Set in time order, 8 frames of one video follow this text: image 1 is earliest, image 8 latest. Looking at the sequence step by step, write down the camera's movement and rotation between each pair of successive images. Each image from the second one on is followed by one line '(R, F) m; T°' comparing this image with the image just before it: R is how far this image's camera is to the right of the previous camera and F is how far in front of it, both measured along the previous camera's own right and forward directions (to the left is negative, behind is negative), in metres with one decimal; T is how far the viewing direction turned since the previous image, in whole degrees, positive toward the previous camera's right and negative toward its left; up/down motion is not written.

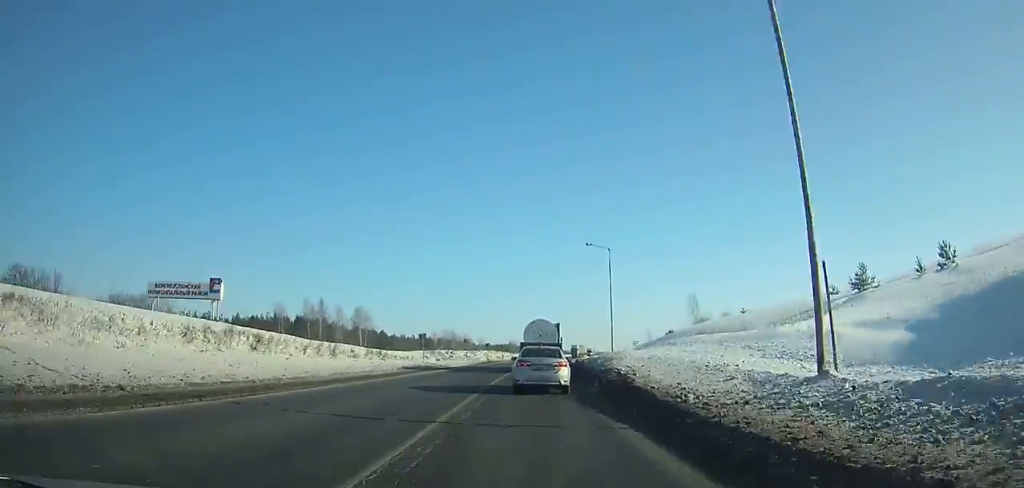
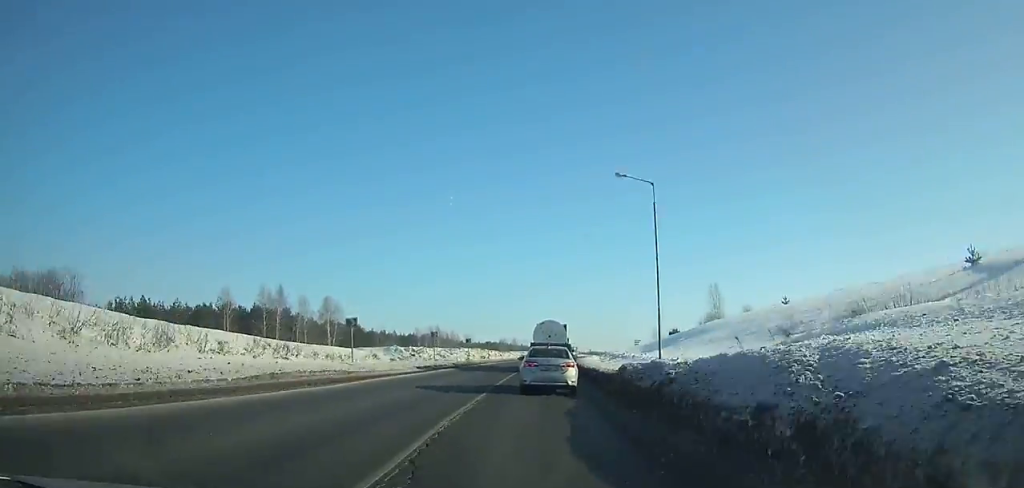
(+0.4, +21.5) m; +1°
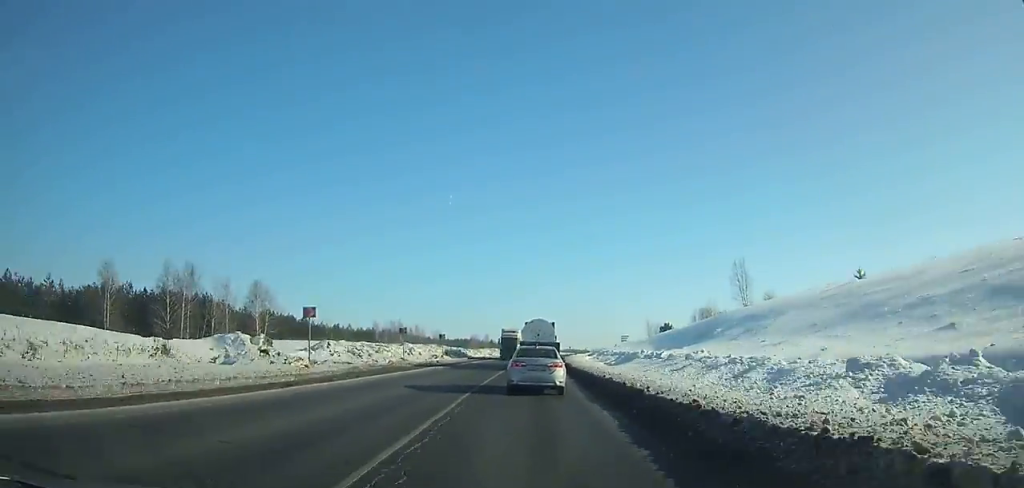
(+0.3, +26.5) m; +1°
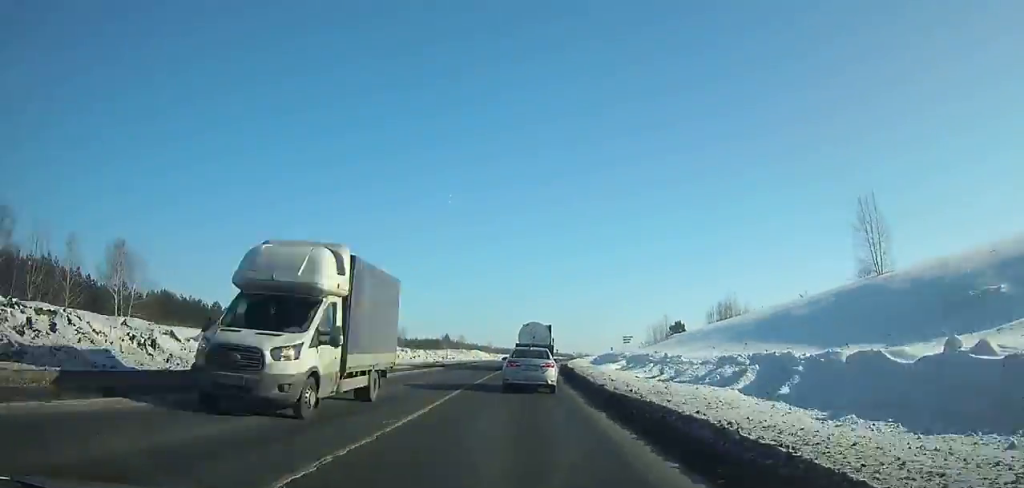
(+0.6, +39.0) m; +2°
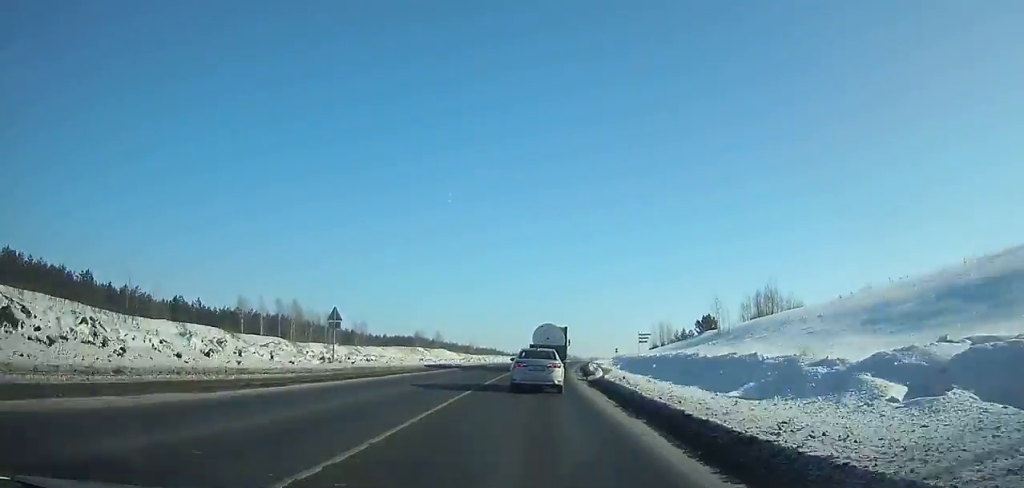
(+0.4, +36.7) m; +3°
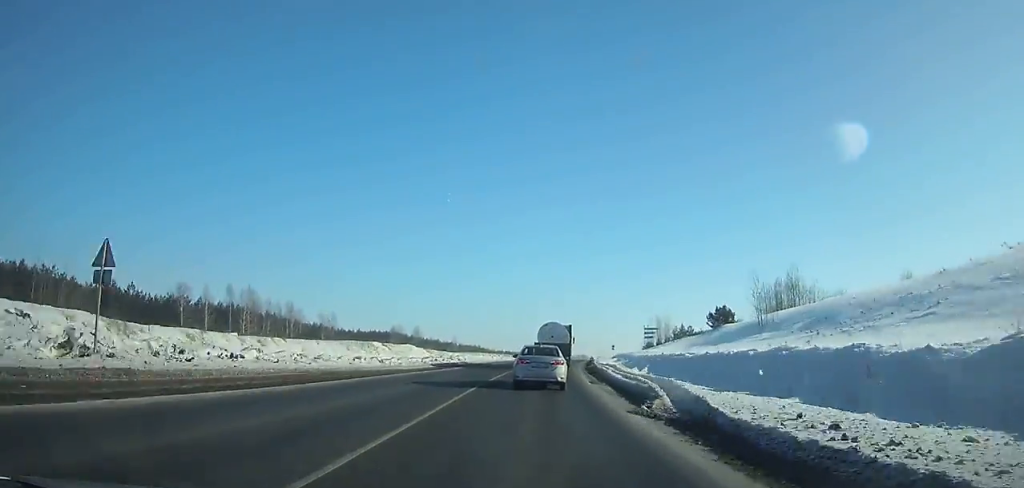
(+0.4, +17.4) m; +2°
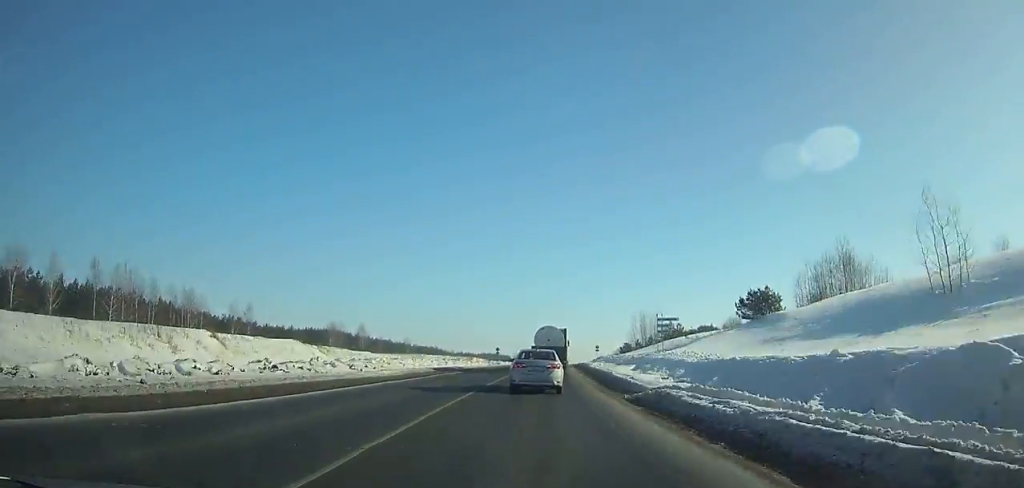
(+0.9, +32.4) m; +3°
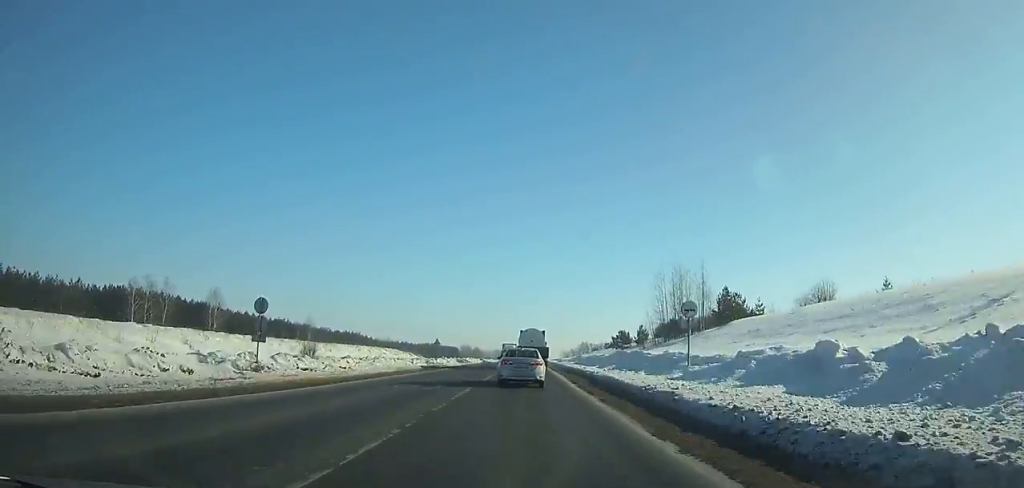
(+3.9, +85.3) m; +3°
